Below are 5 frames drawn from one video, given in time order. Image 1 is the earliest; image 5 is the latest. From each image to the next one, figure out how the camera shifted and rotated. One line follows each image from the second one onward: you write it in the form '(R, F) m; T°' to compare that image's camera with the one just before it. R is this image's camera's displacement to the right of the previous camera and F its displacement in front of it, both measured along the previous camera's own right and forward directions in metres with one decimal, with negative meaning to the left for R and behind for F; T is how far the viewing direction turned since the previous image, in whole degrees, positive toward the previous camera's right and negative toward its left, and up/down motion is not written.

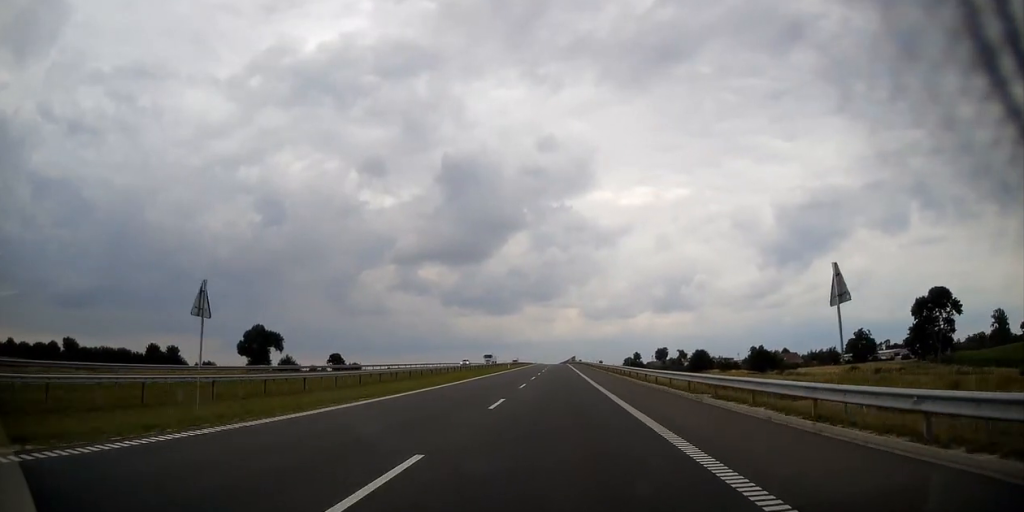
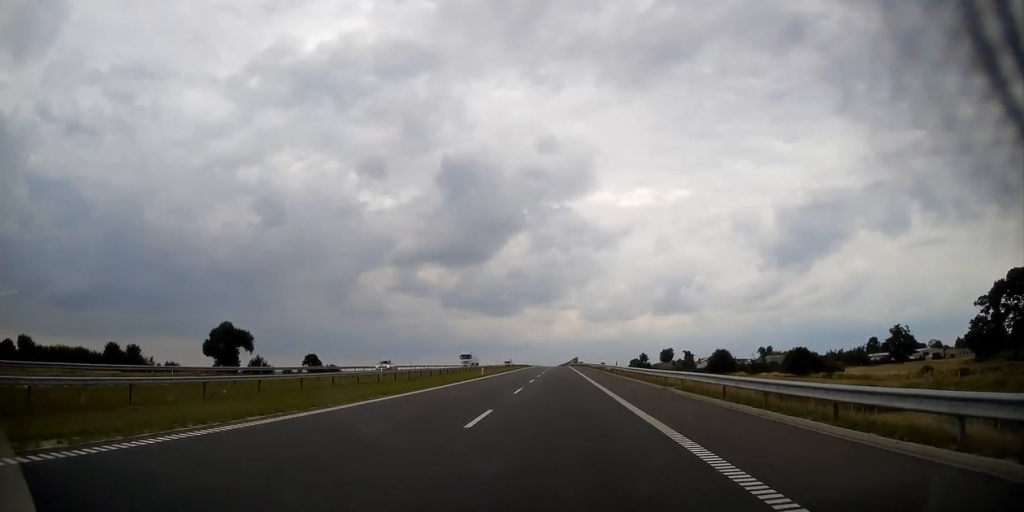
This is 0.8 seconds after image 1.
(0.0, +28.9) m; 0°
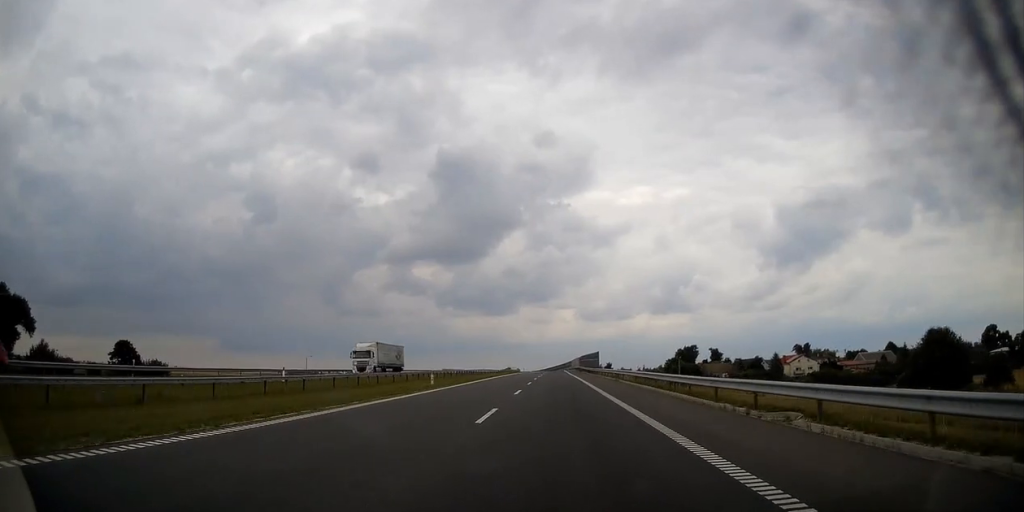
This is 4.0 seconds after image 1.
(-0.1, +119.5) m; 0°
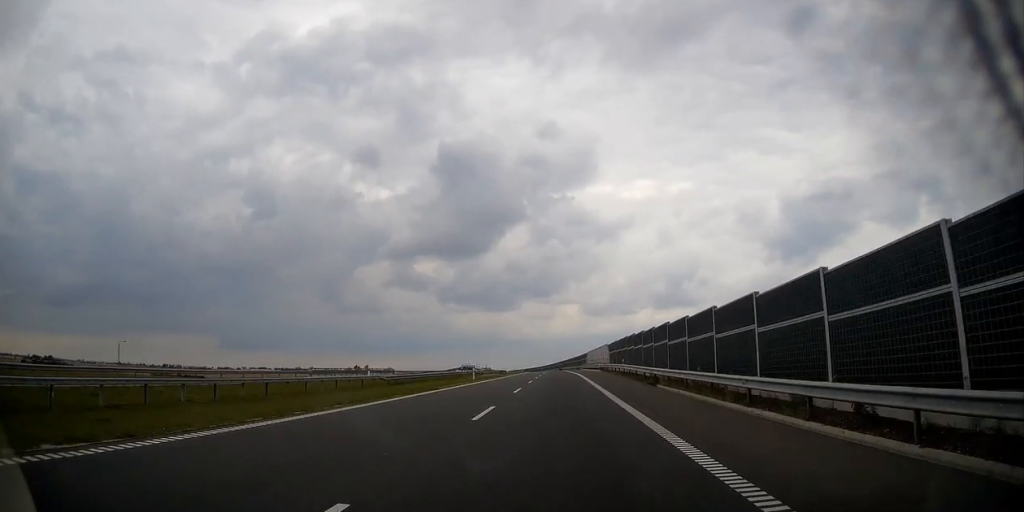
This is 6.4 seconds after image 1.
(+0.3, +84.5) m; 0°
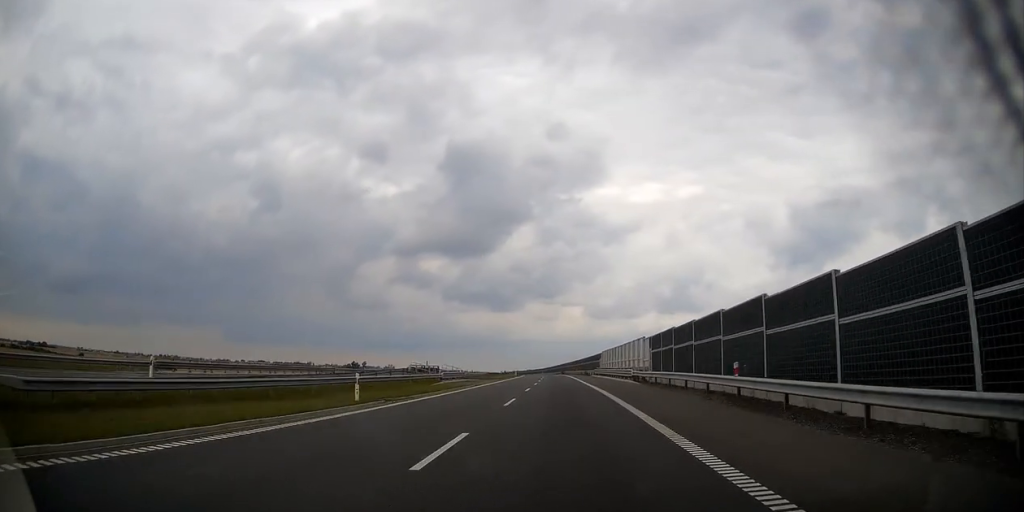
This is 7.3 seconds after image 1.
(-0.1, +30.2) m; 0°
